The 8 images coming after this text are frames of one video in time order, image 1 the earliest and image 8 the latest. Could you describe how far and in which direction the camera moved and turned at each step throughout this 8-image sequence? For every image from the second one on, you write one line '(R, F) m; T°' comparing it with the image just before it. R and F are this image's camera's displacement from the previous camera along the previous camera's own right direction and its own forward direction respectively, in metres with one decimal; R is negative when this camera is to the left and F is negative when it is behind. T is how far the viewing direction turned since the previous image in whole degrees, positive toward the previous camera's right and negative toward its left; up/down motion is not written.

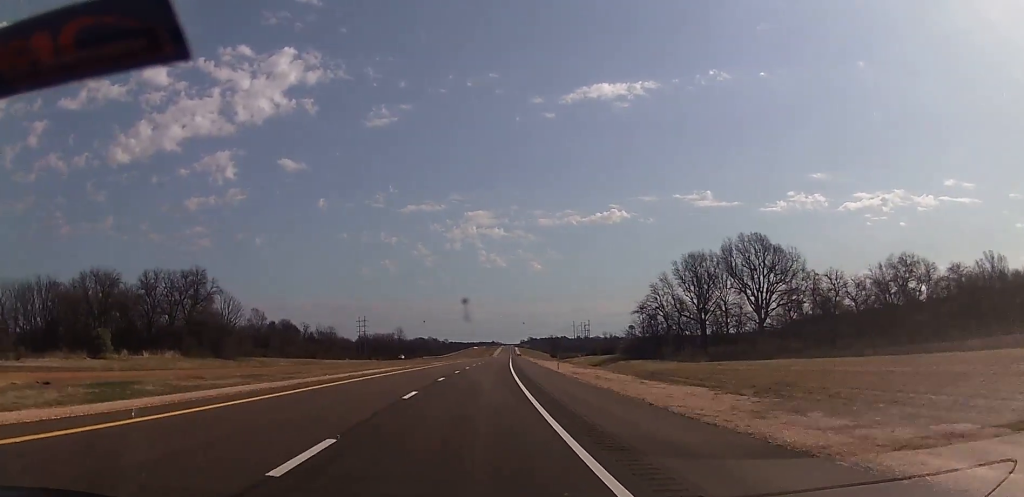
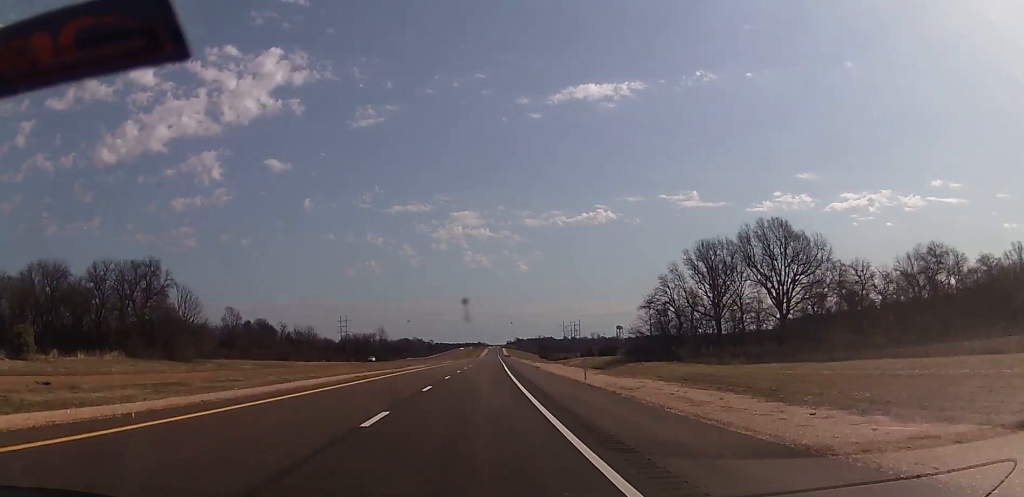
(0.0, +19.1) m; 0°
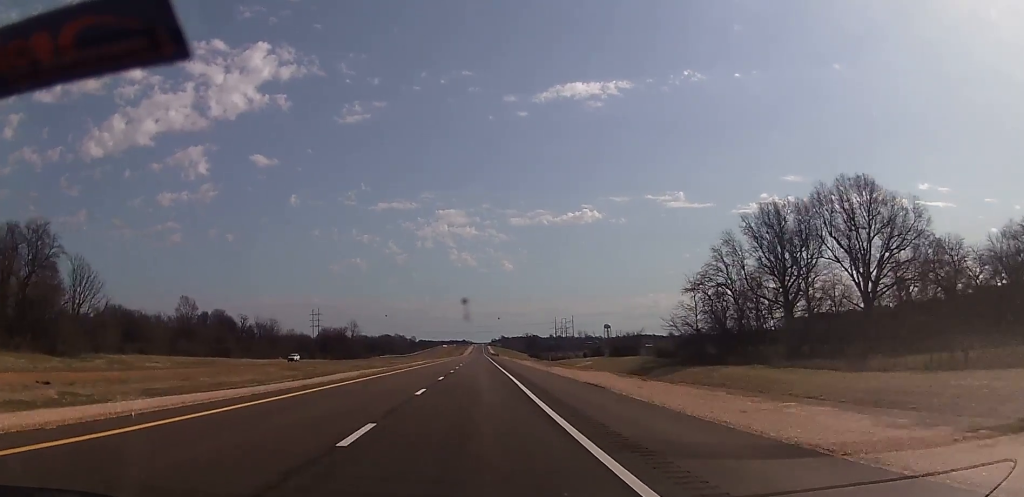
(+0.5, +39.3) m; +2°
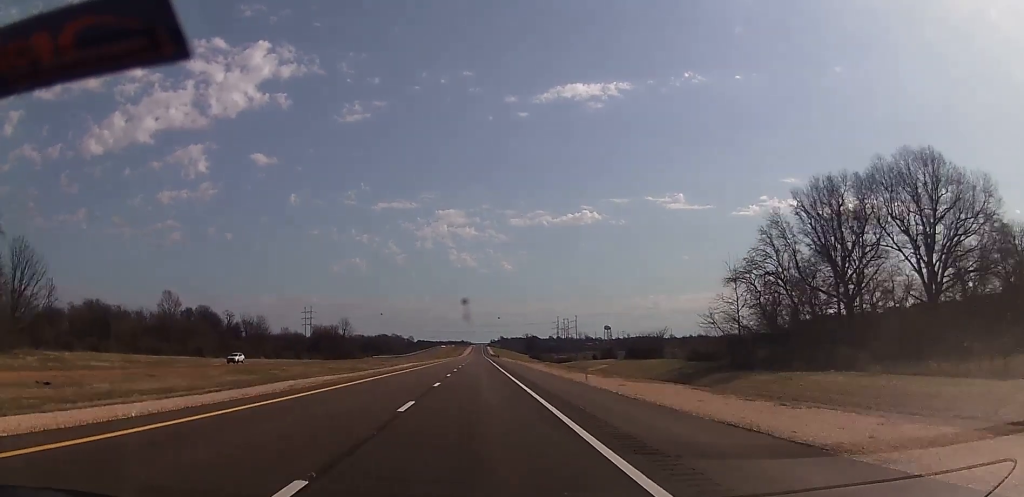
(+0.2, +17.9) m; +1°
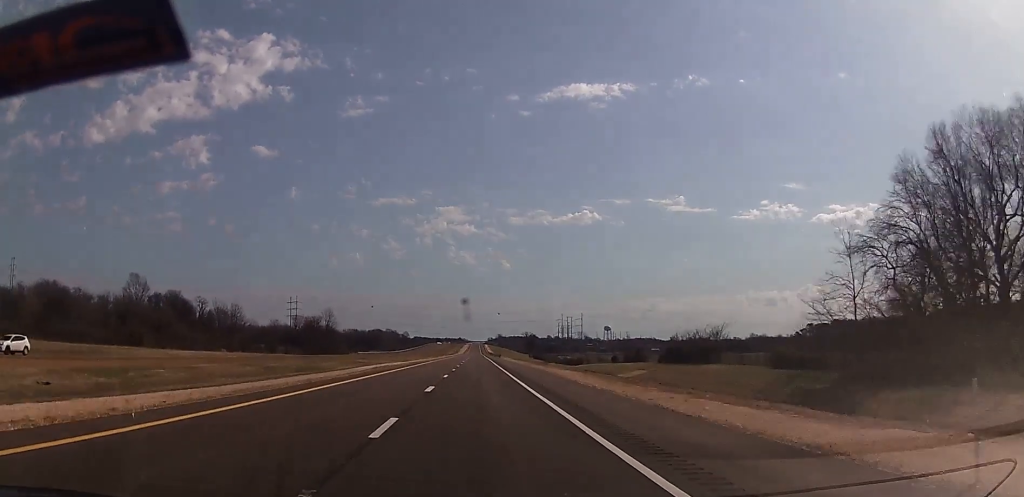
(+0.3, +29.8) m; +1°
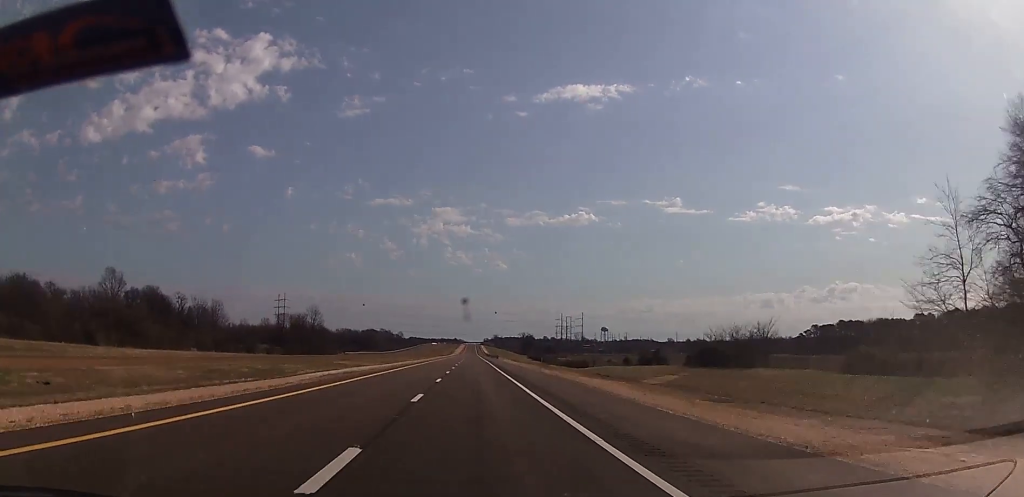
(0.0, +16.7) m; 0°
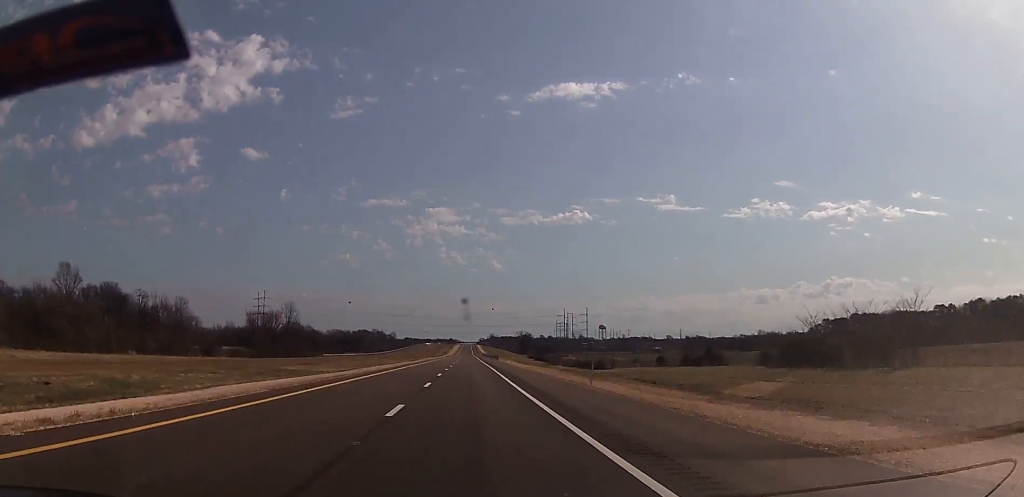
(+0.2, +28.5) m; +1°
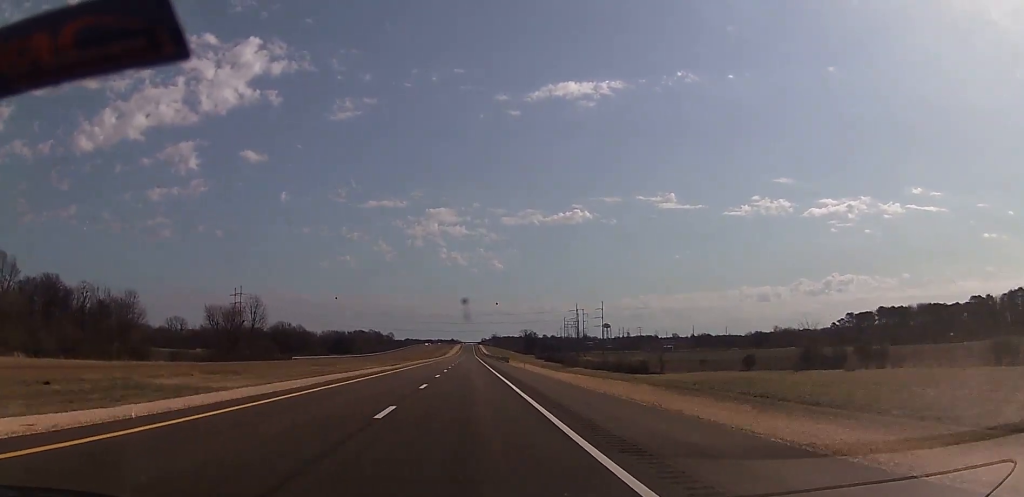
(+0.3, +36.8) m; +1°
